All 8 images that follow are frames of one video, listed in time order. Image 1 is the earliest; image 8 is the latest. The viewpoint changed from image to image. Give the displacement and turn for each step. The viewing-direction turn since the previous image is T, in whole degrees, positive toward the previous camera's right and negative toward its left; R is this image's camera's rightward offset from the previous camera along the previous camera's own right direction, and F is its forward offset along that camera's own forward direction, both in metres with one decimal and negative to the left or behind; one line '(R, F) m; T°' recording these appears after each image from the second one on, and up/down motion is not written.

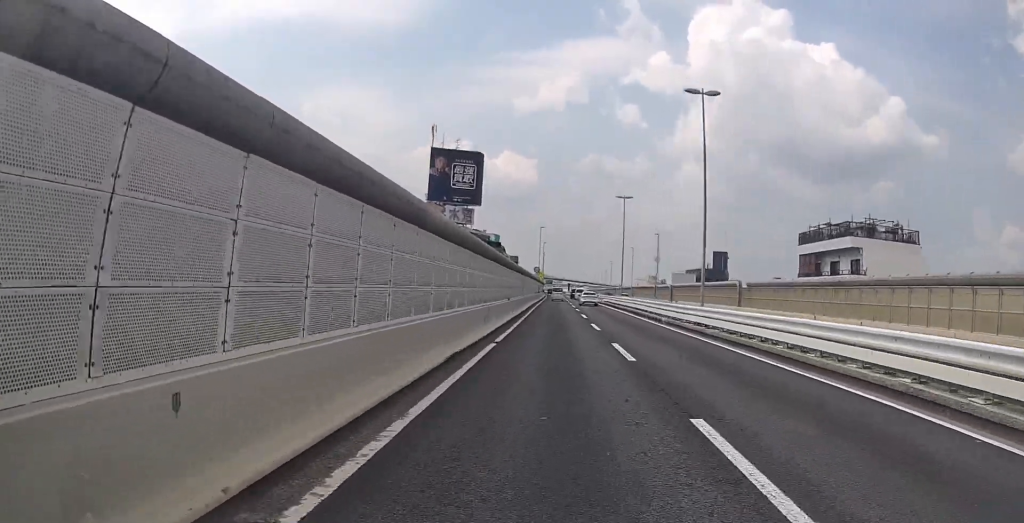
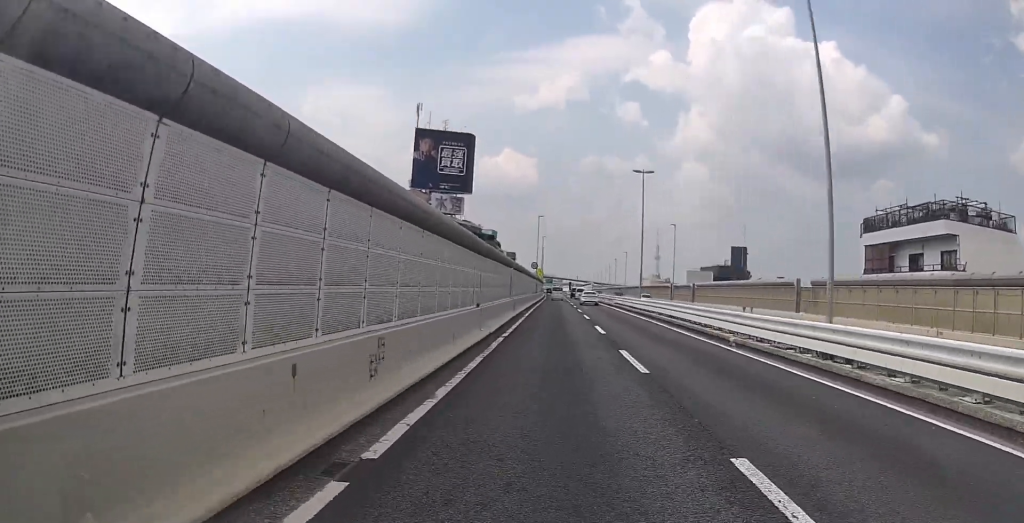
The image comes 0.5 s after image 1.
(+0.1, +11.0) m; 0°
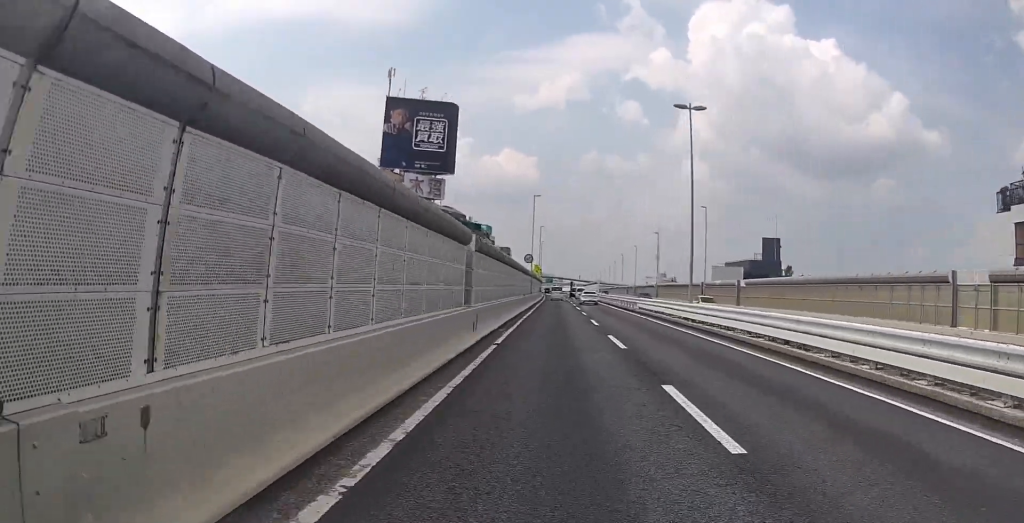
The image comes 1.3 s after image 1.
(+0.1, +15.3) m; 0°
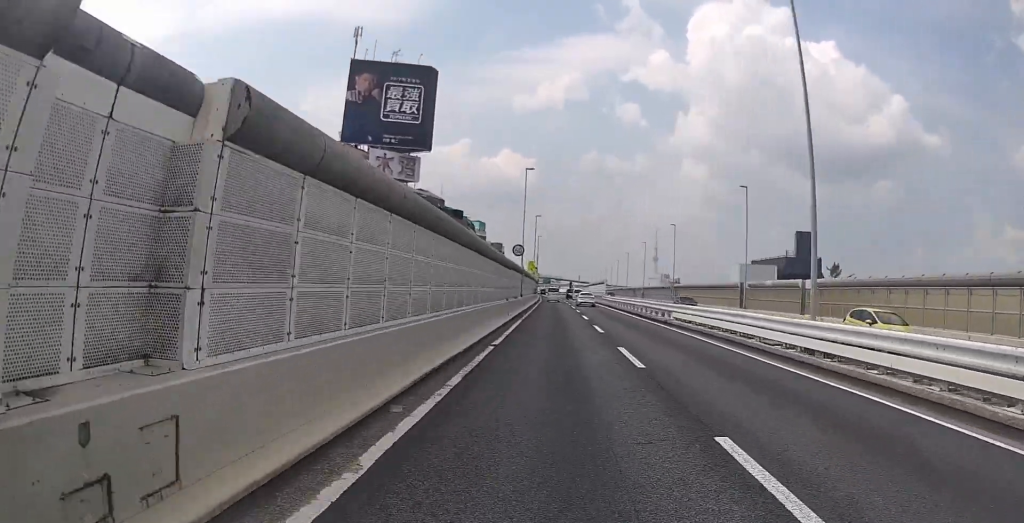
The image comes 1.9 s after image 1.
(0.0, +13.5) m; 0°
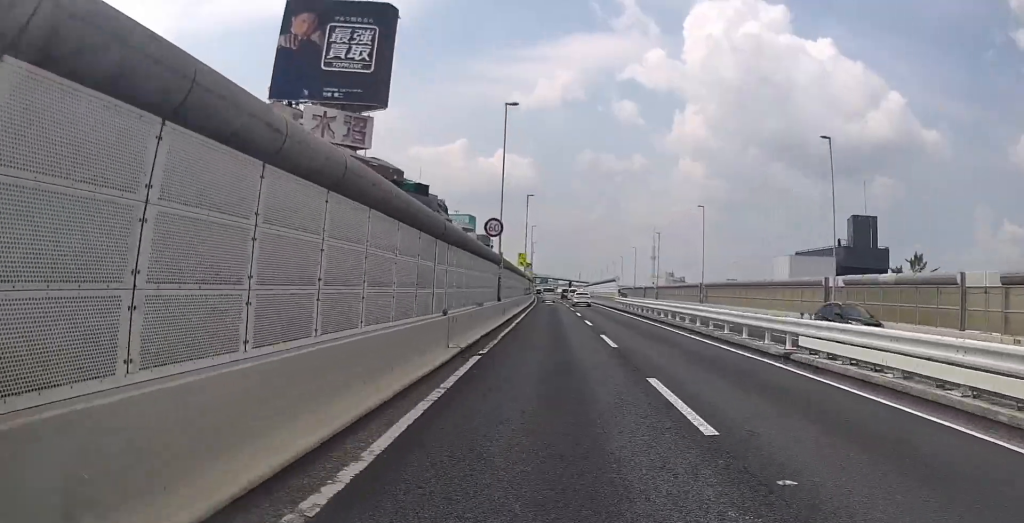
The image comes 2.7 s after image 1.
(0.0, +16.5) m; 0°
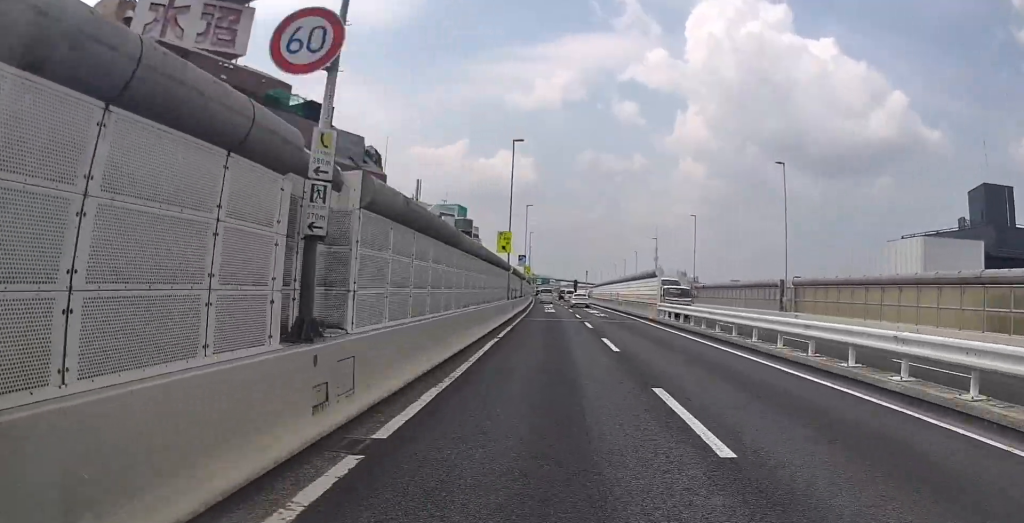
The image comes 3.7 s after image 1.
(0.0, +21.5) m; 0°
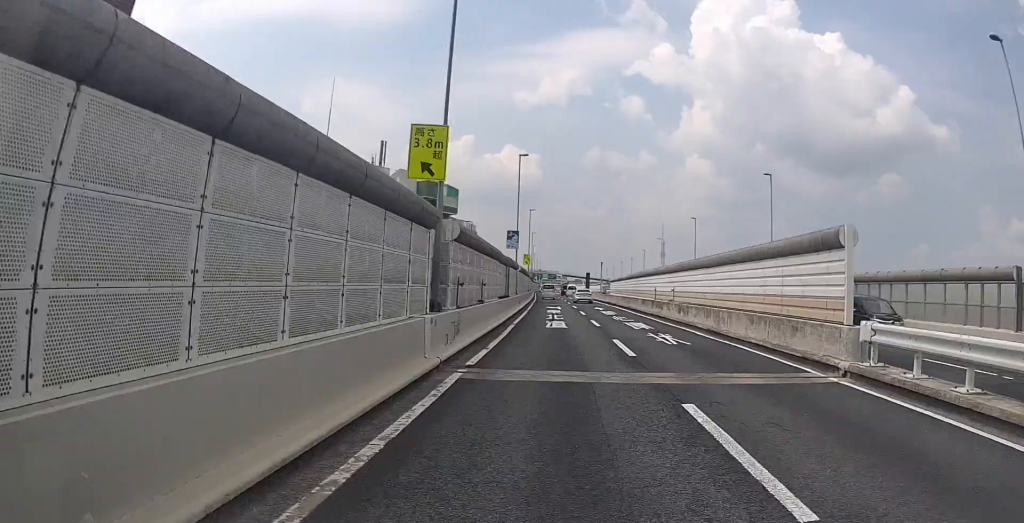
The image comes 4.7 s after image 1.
(-0.1, +22.0) m; 0°
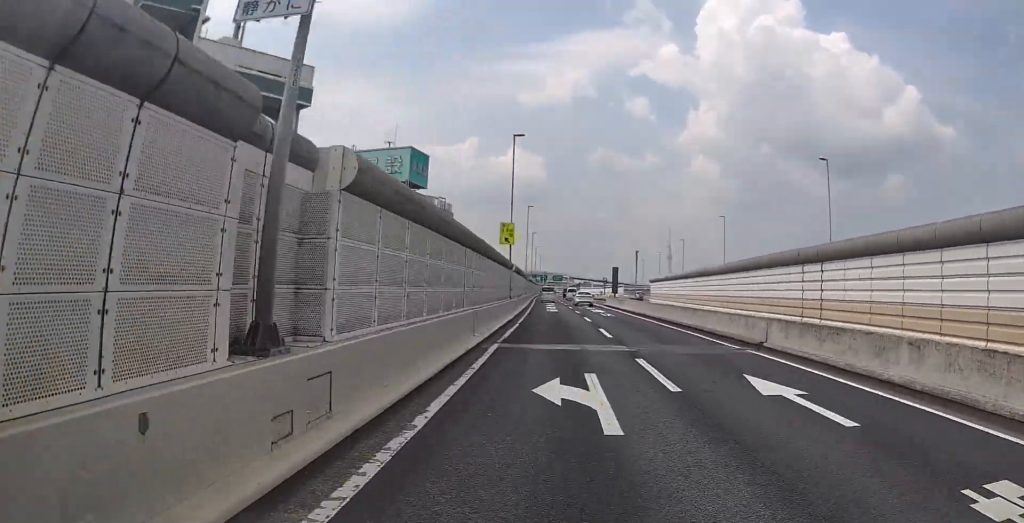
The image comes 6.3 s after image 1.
(-0.1, +34.2) m; 0°
